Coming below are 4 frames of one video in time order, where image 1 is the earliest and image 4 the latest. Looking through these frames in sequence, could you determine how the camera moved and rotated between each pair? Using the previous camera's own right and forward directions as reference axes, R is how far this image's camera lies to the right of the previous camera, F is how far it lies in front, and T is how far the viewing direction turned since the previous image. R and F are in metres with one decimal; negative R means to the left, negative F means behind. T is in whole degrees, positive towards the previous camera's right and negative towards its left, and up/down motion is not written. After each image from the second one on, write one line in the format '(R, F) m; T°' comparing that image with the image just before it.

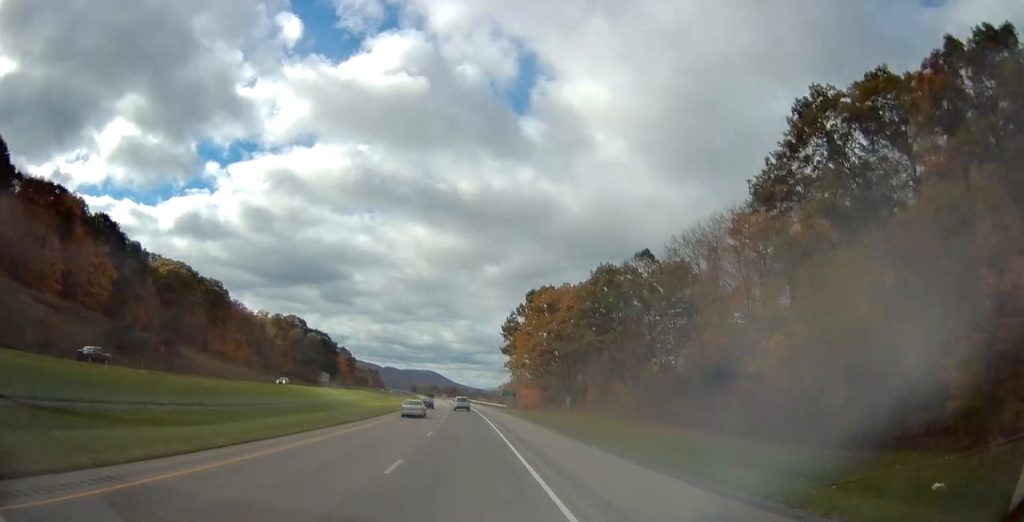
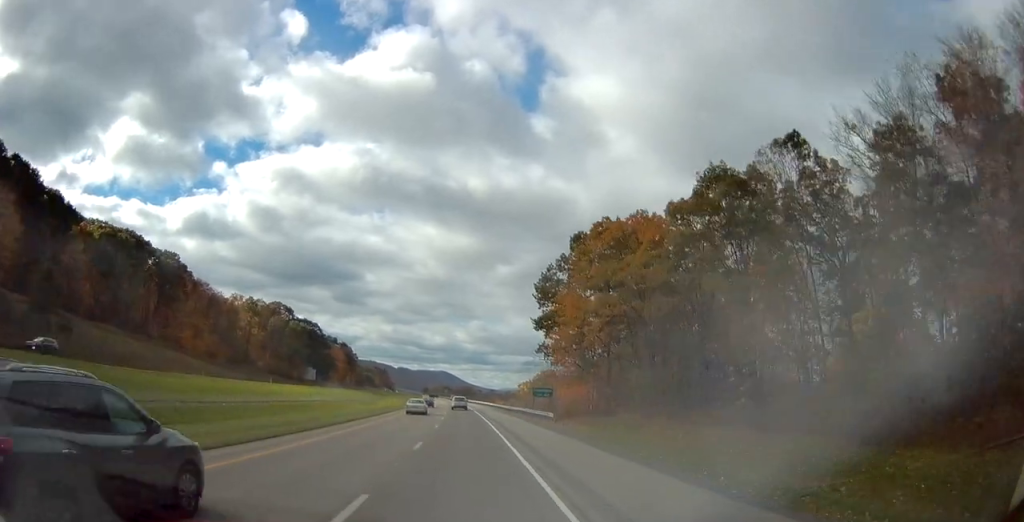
(-0.6, +42.0) m; -2°
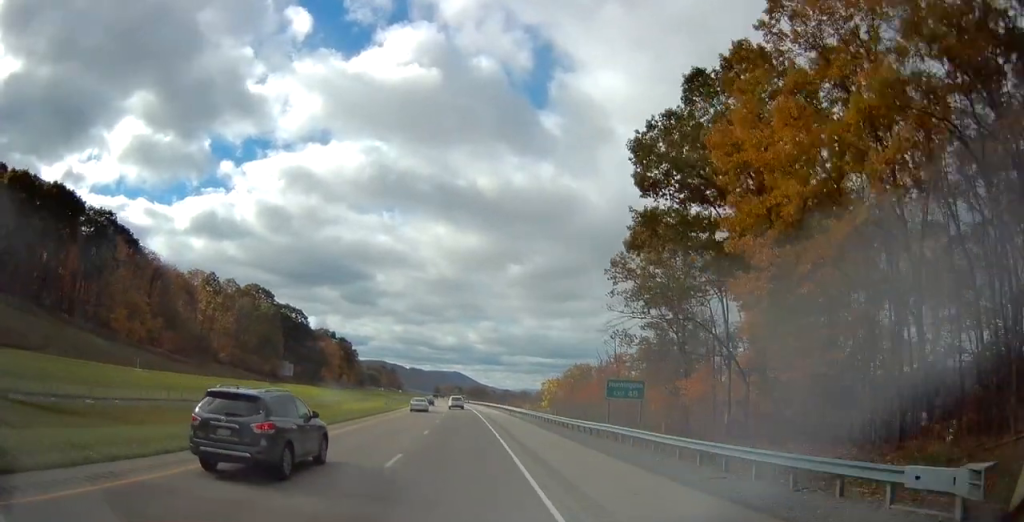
(-0.7, +41.5) m; -1°
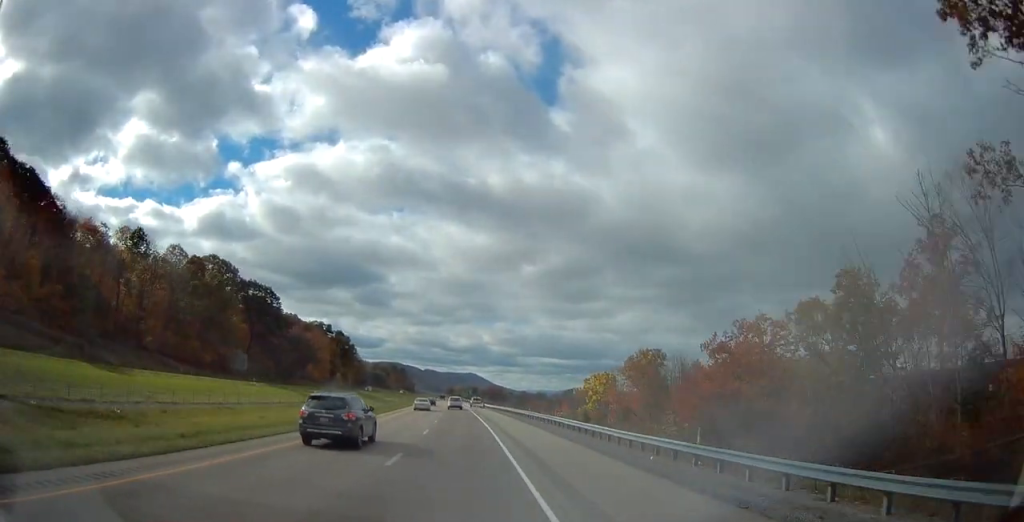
(-0.6, +48.4) m; -2°
